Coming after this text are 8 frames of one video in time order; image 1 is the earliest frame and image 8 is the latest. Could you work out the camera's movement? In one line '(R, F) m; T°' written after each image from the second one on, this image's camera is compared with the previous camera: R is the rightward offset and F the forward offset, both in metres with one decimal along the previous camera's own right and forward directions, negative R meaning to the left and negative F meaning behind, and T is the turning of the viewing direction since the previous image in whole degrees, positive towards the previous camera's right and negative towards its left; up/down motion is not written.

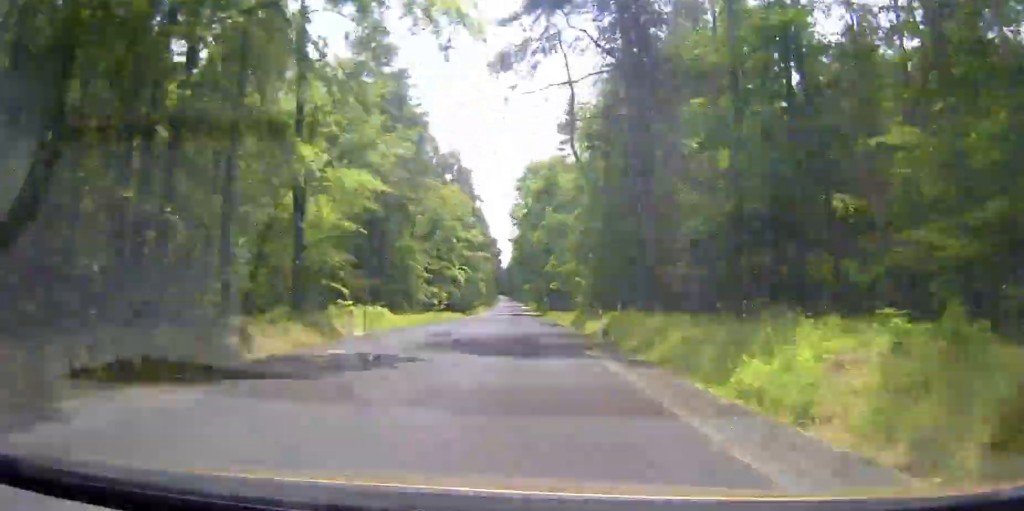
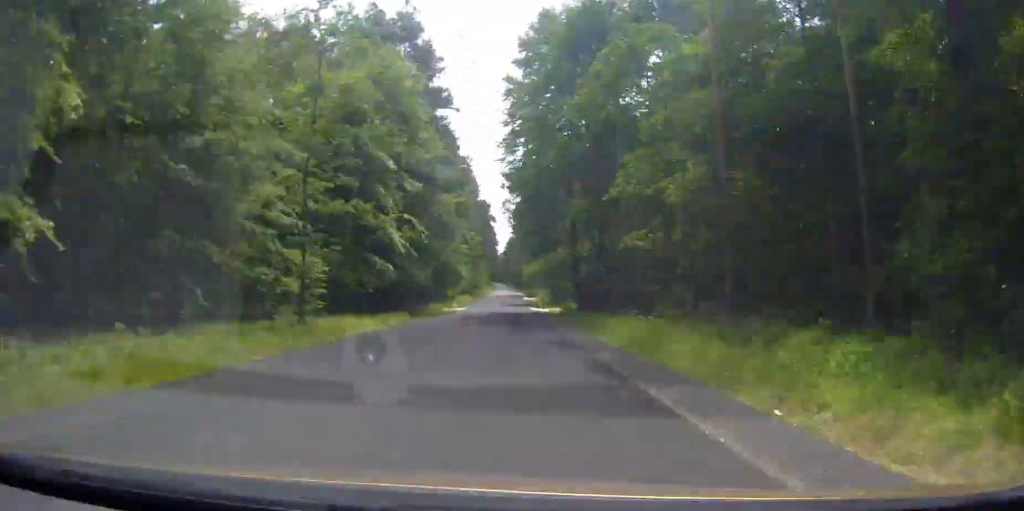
(0.0, +51.0) m; 0°
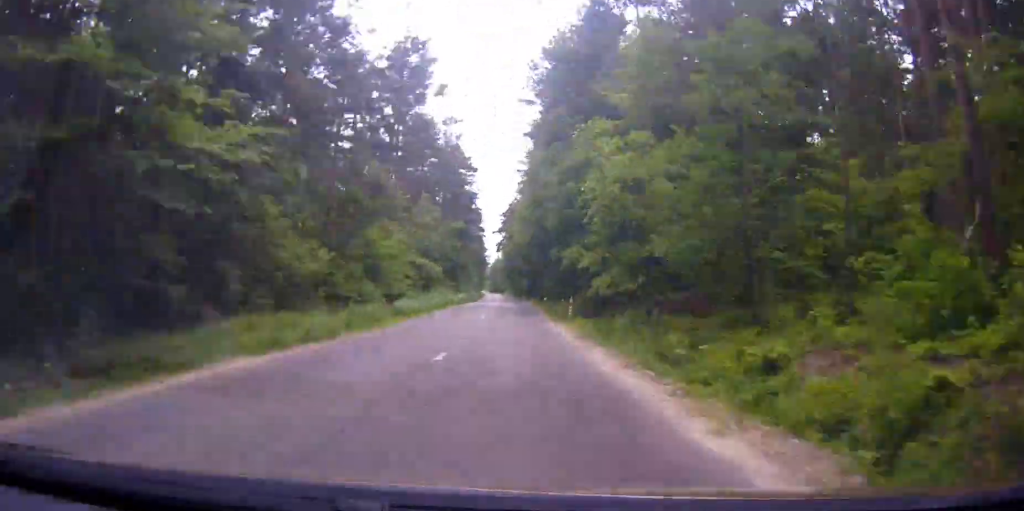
(0.0, +142.1) m; 0°
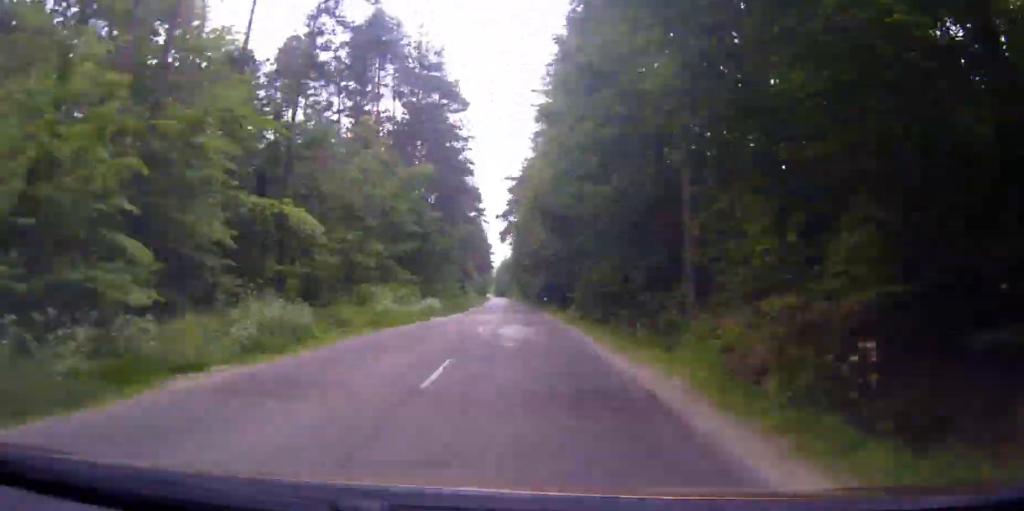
(-0.2, +37.9) m; 0°
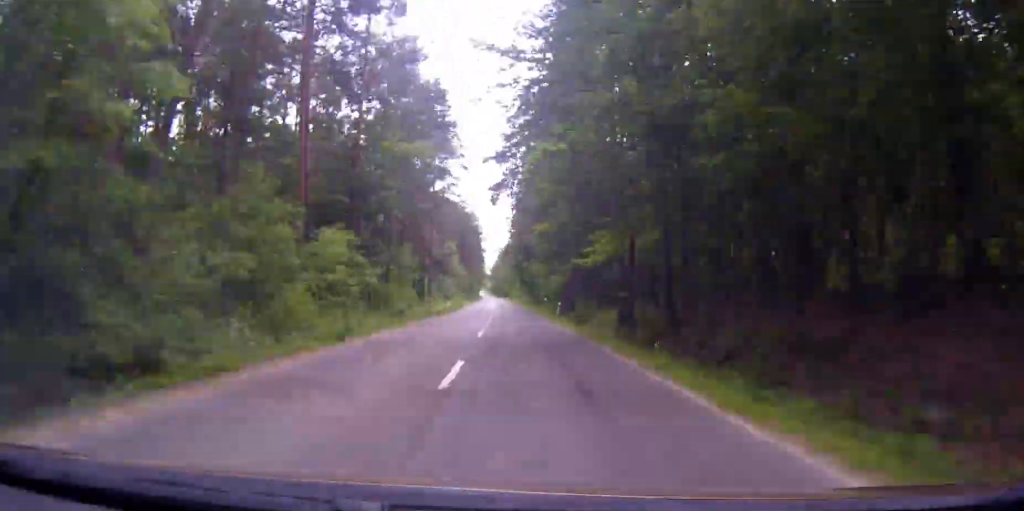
(-0.1, +47.9) m; 0°
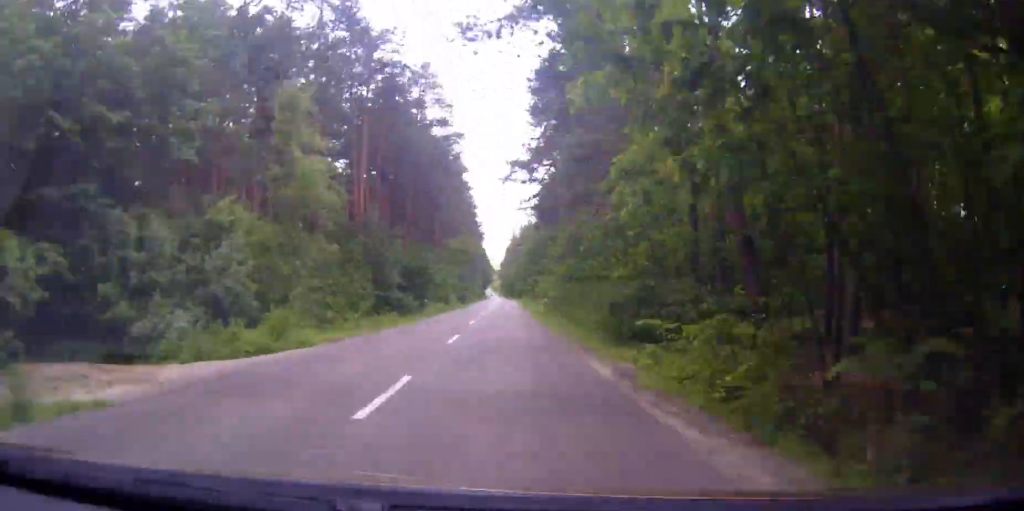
(-0.5, +98.0) m; -1°
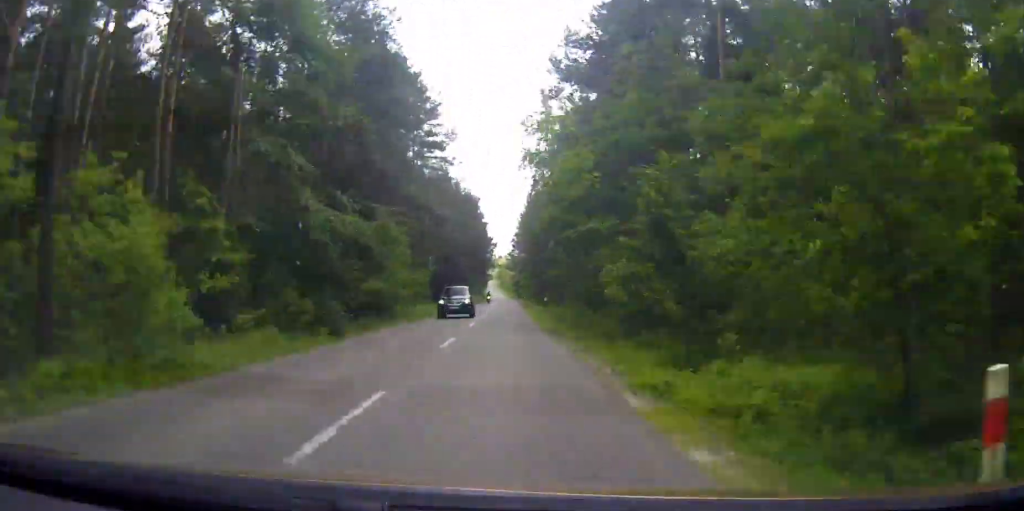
(-1.0, +146.3) m; -1°
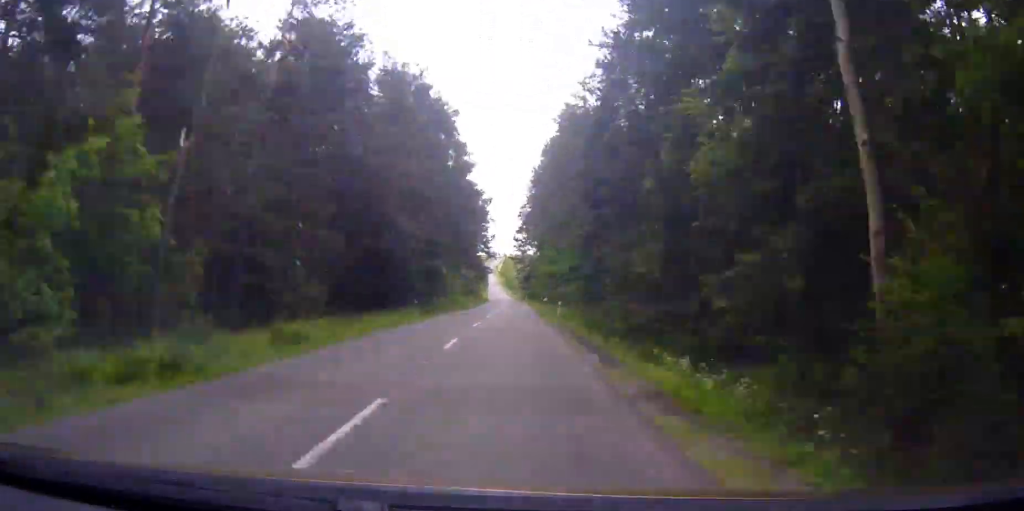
(-0.2, +61.0) m; 0°
